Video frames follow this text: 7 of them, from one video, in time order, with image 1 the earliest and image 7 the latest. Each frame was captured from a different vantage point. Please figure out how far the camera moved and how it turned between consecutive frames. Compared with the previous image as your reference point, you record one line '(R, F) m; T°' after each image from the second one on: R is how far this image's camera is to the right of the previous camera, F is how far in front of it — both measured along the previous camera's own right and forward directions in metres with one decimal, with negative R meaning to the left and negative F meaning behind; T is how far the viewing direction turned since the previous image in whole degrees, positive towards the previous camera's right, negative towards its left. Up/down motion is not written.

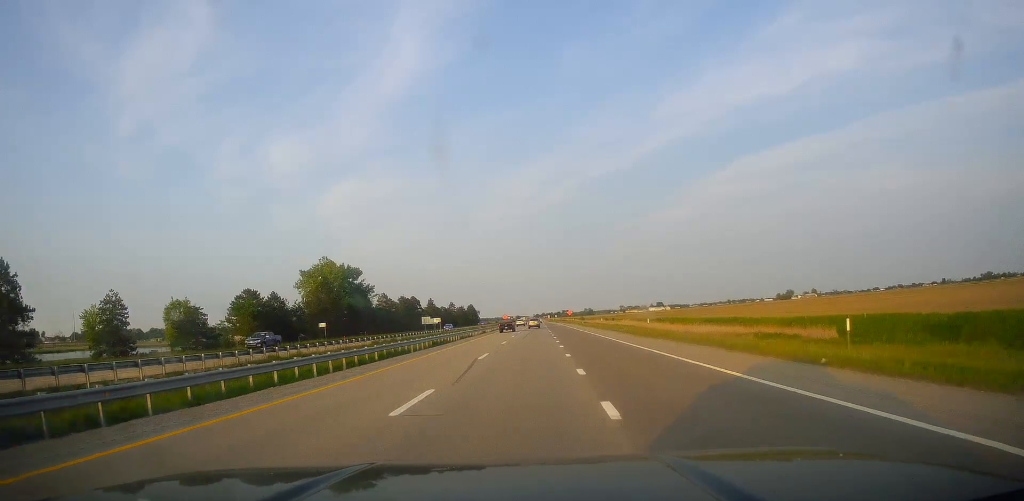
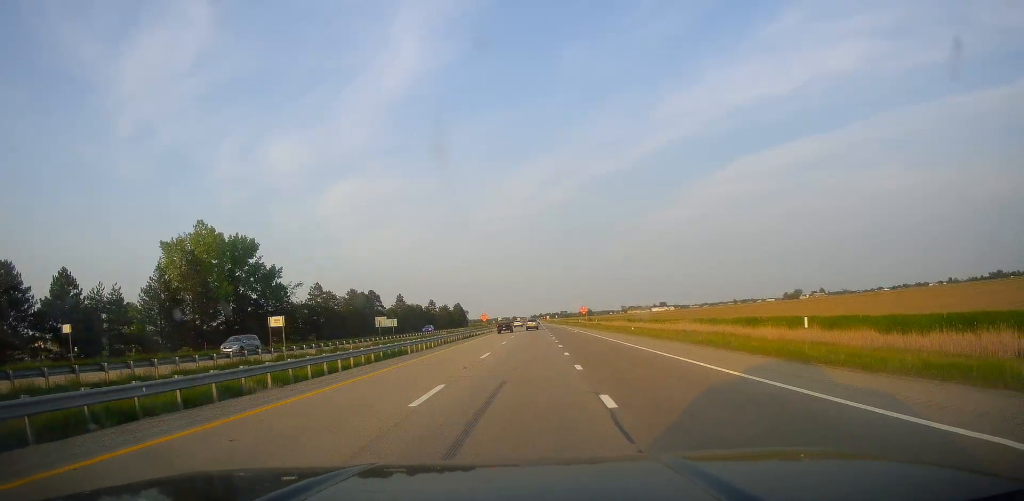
(-0.2, +59.7) m; 0°
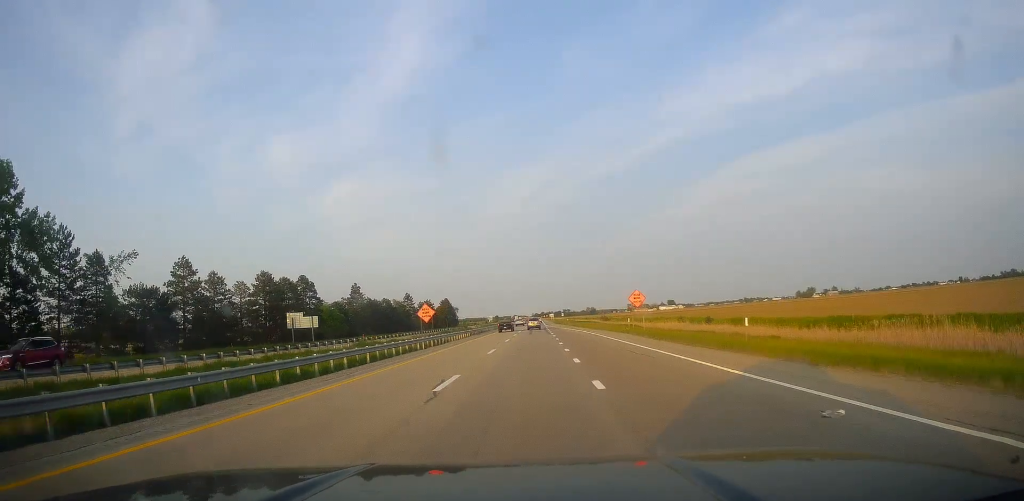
(+0.4, +58.3) m; 0°
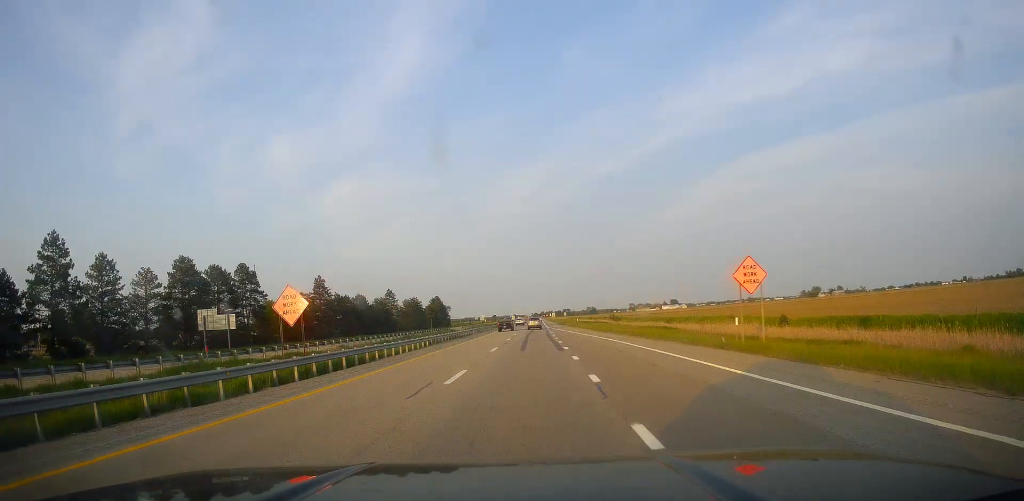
(-0.4, +28.8) m; 0°
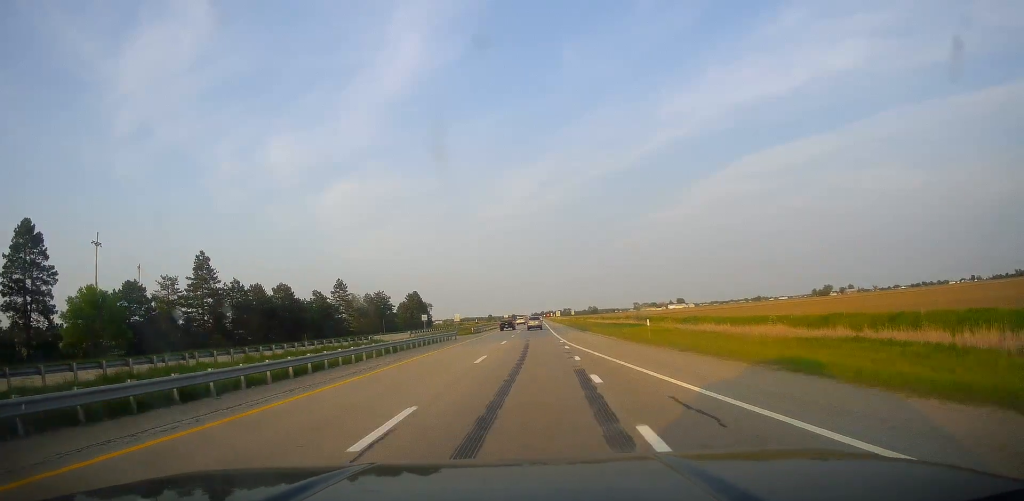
(+0.8, +53.9) m; 0°
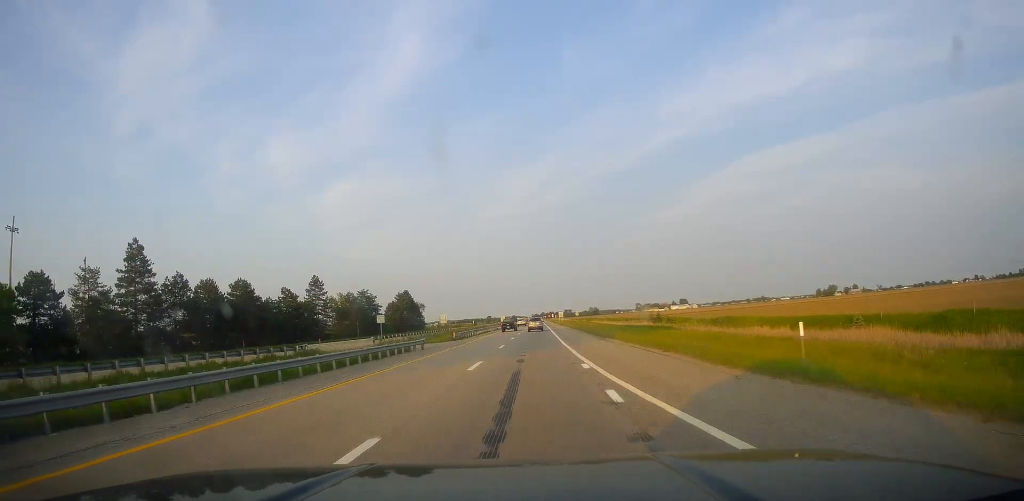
(+0.1, +18.2) m; 0°
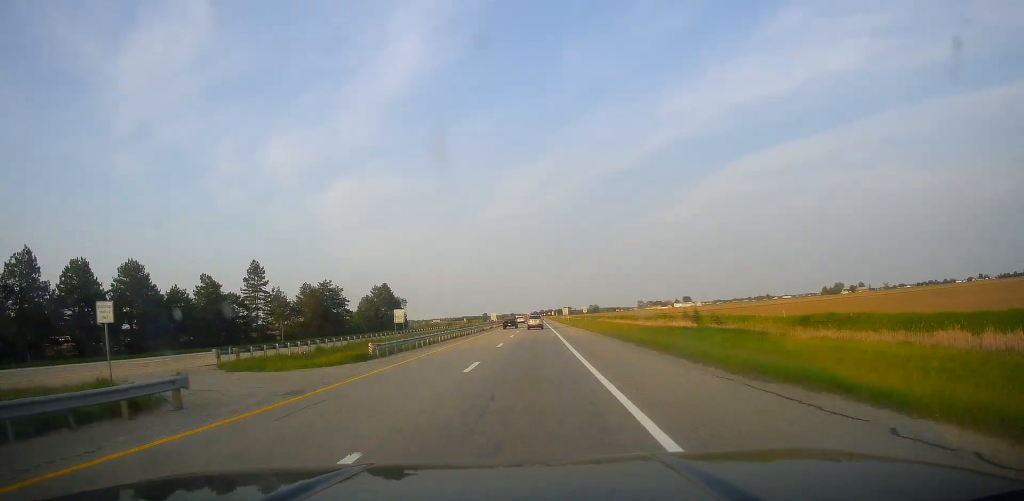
(-0.5, +31.5) m; -1°
